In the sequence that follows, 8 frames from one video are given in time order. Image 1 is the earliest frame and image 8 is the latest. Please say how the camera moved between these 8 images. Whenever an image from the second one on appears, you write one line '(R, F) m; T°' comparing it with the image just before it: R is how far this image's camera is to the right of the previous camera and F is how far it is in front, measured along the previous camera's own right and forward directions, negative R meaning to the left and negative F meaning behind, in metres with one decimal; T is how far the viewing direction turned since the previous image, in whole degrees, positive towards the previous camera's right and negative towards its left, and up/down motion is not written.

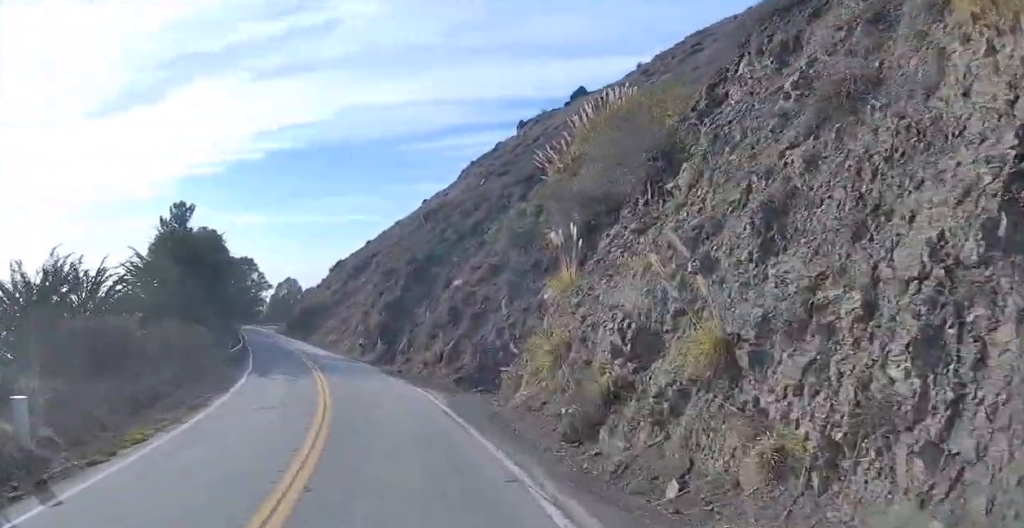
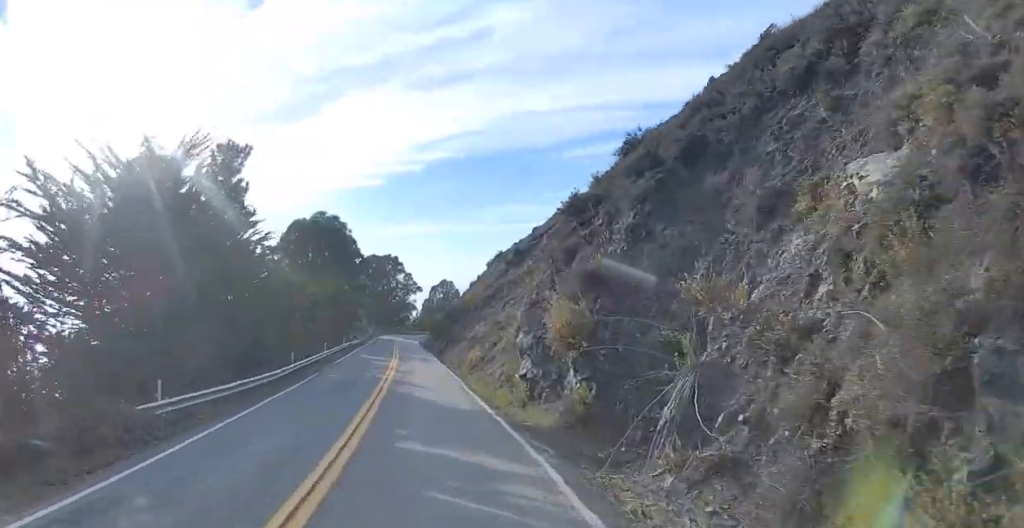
(-6.4, +30.3) m; -20°
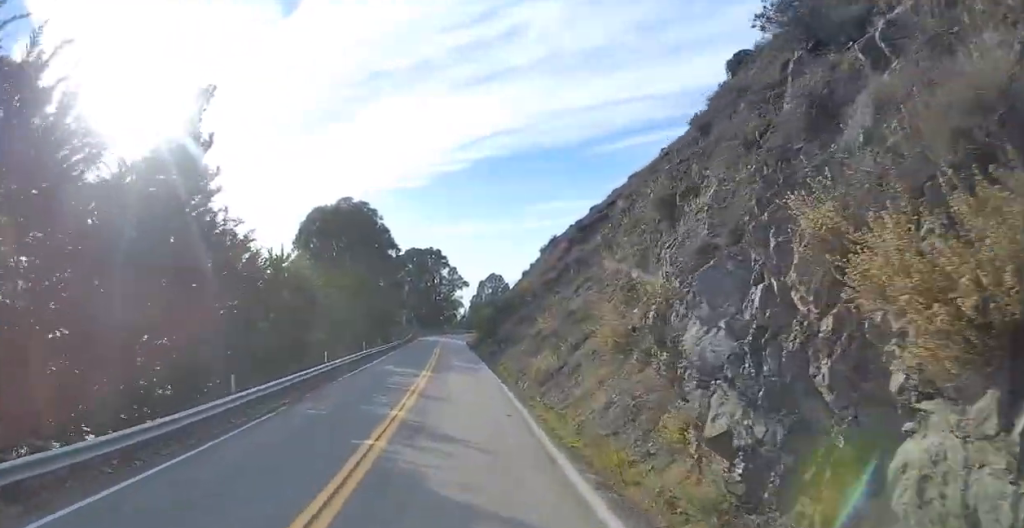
(-0.9, +15.6) m; -5°
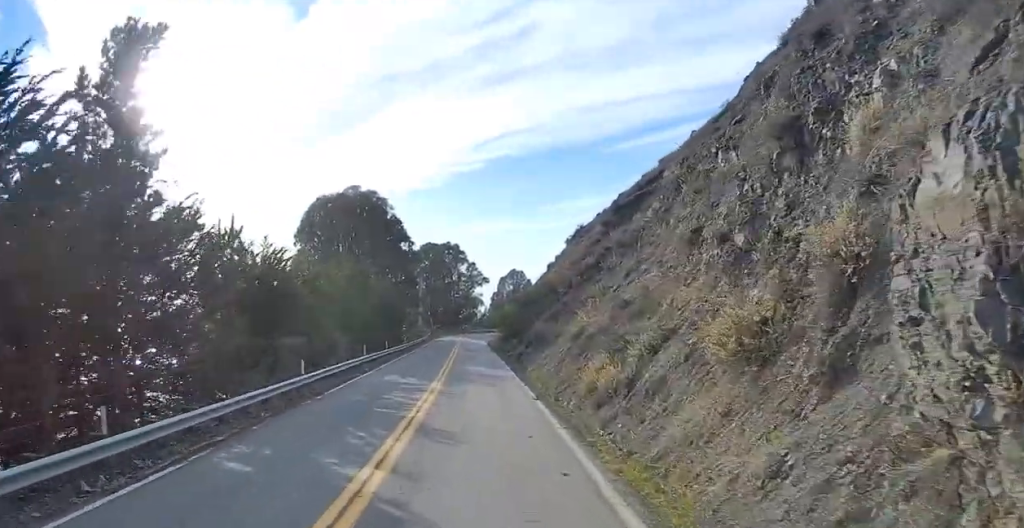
(-0.1, +8.5) m; -2°
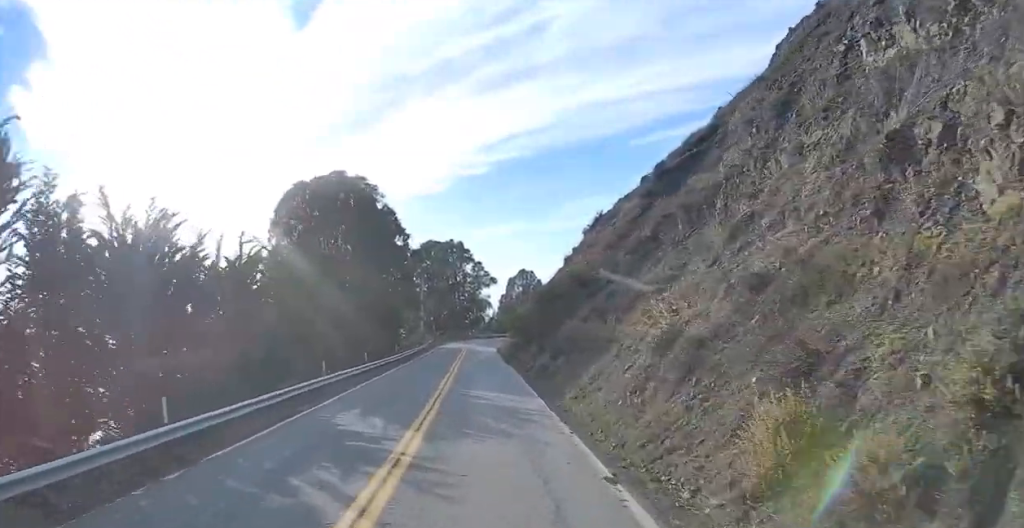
(-0.2, +11.6) m; -2°
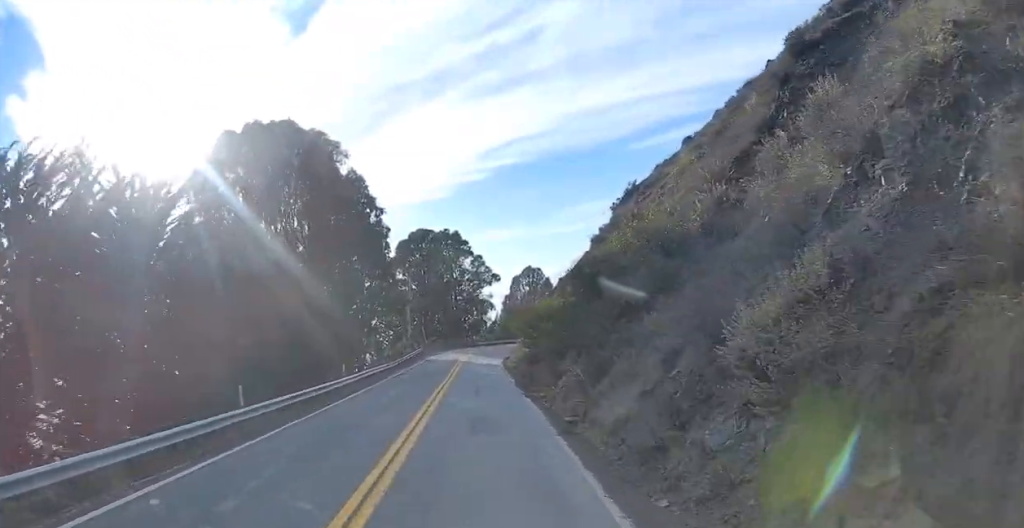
(-0.5, +19.0) m; -2°
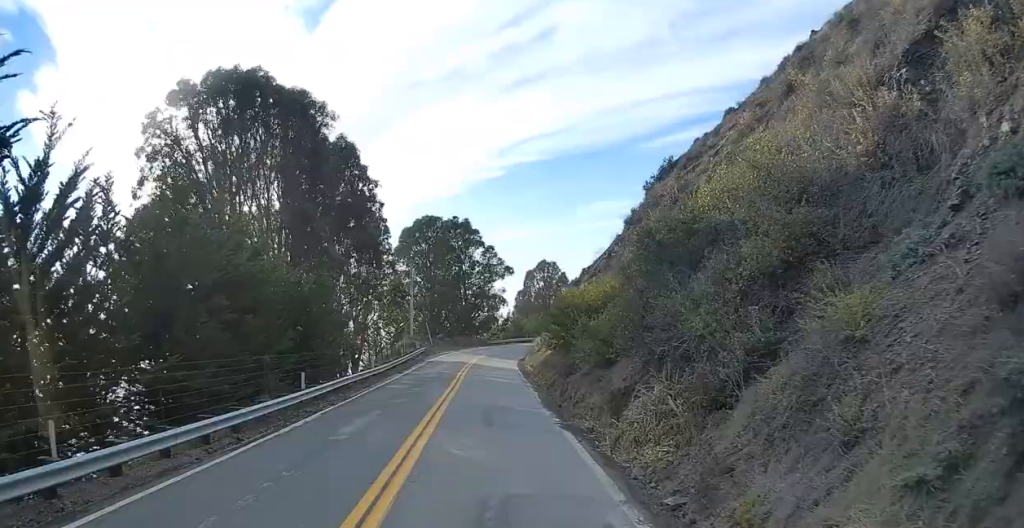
(0.0, +8.9) m; 0°
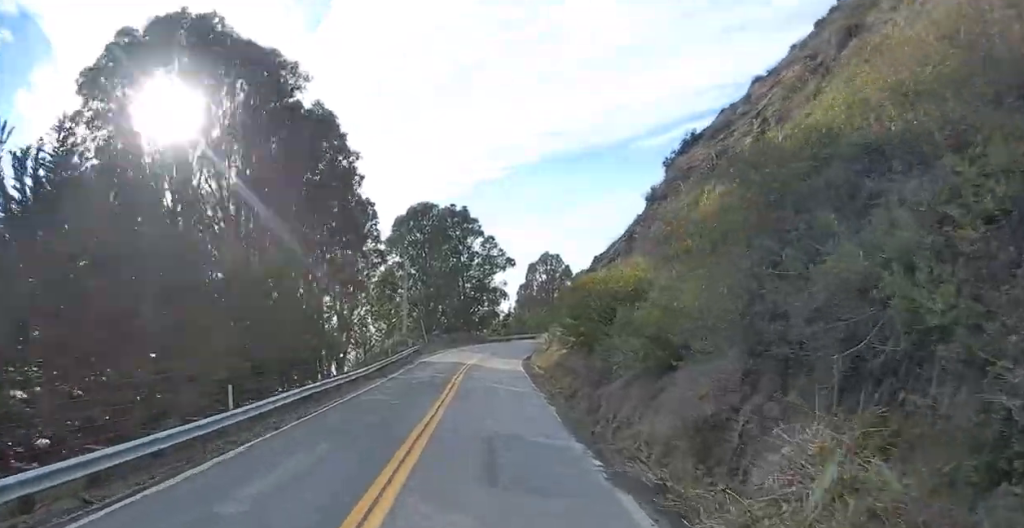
(0.0, +6.4) m; 0°
